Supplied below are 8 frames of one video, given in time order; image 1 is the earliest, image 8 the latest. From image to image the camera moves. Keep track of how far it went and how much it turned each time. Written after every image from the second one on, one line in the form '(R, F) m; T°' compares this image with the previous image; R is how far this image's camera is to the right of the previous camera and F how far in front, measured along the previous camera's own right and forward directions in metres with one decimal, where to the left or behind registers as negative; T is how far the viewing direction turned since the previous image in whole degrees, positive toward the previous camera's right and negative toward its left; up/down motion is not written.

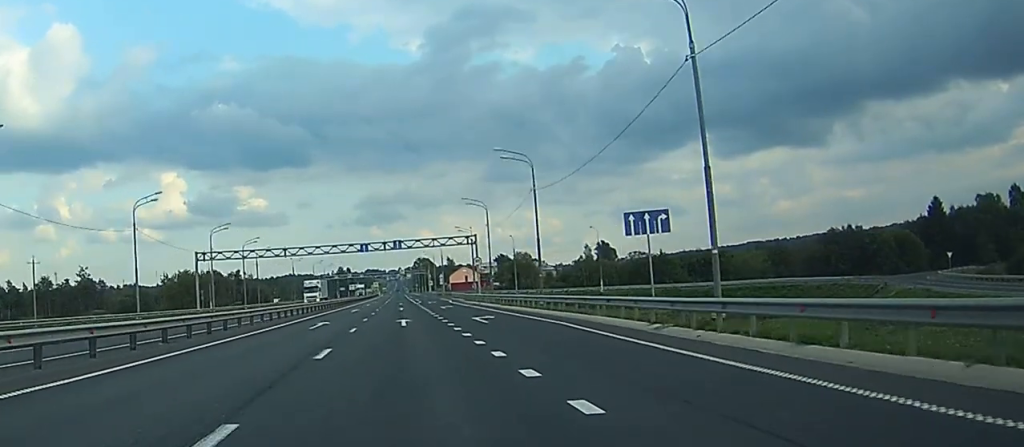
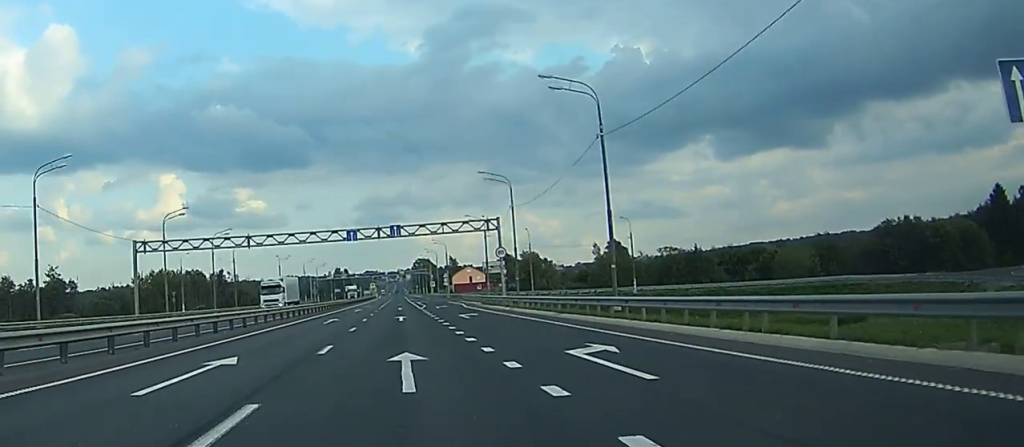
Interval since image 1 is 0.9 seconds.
(0.0, +22.1) m; 0°
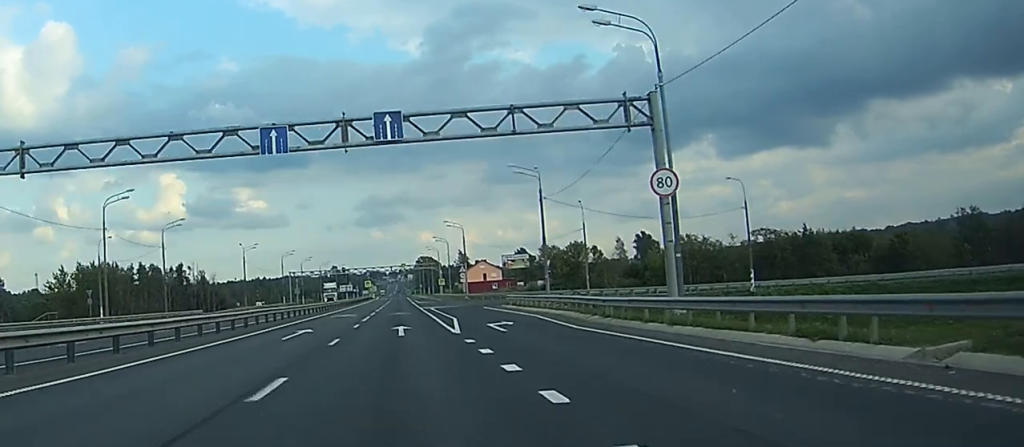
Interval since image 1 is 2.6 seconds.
(0.0, +44.2) m; 0°
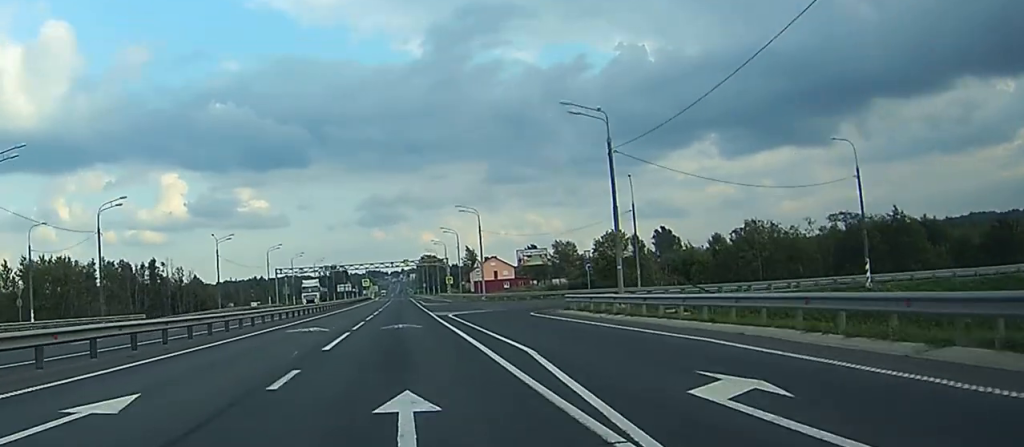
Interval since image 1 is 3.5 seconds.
(0.0, +22.8) m; 0°
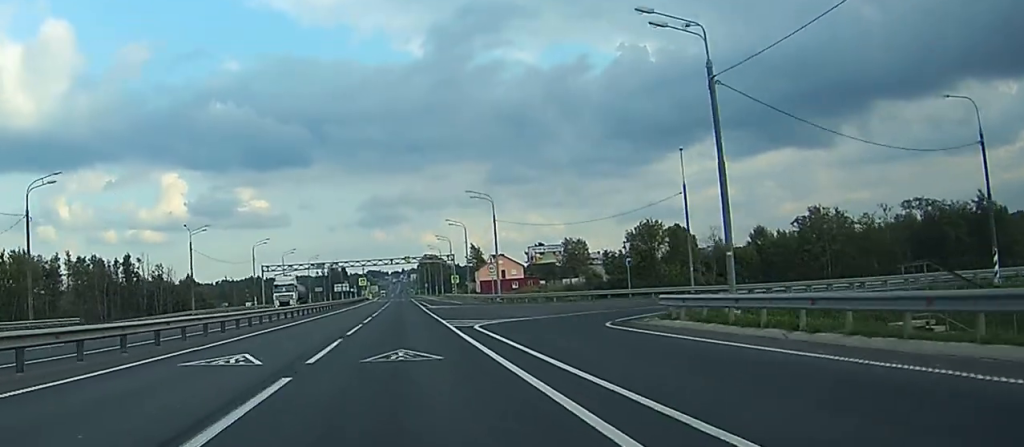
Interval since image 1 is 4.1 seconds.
(0.0, +15.9) m; 0°
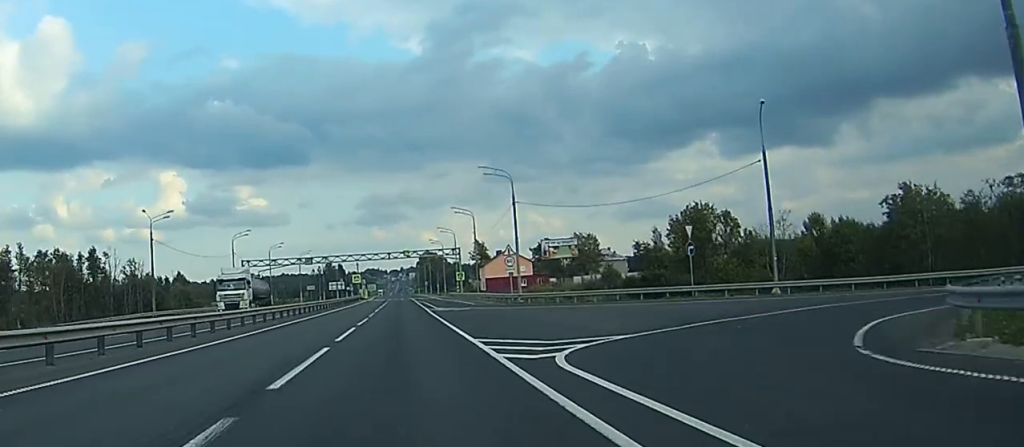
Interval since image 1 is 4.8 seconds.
(0.0, +16.7) m; 0°
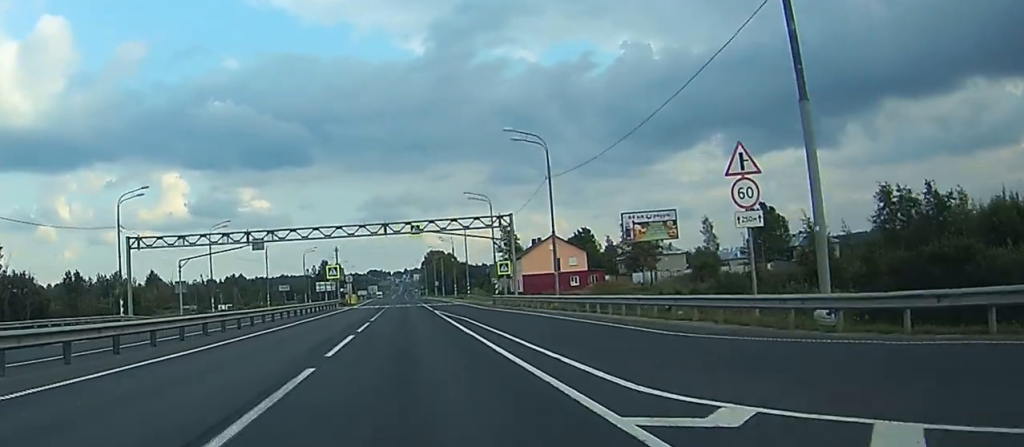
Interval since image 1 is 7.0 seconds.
(+0.4, +53.5) m; +1°
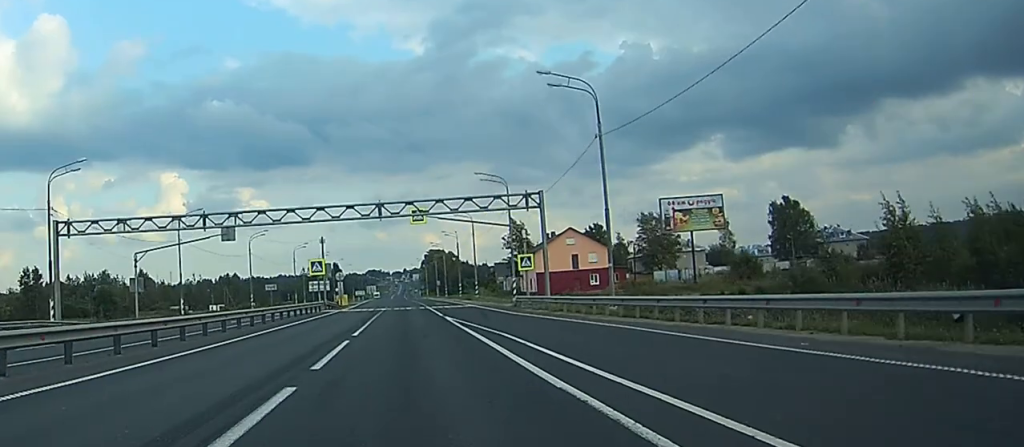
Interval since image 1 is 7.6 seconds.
(0.0, +15.1) m; 0°
